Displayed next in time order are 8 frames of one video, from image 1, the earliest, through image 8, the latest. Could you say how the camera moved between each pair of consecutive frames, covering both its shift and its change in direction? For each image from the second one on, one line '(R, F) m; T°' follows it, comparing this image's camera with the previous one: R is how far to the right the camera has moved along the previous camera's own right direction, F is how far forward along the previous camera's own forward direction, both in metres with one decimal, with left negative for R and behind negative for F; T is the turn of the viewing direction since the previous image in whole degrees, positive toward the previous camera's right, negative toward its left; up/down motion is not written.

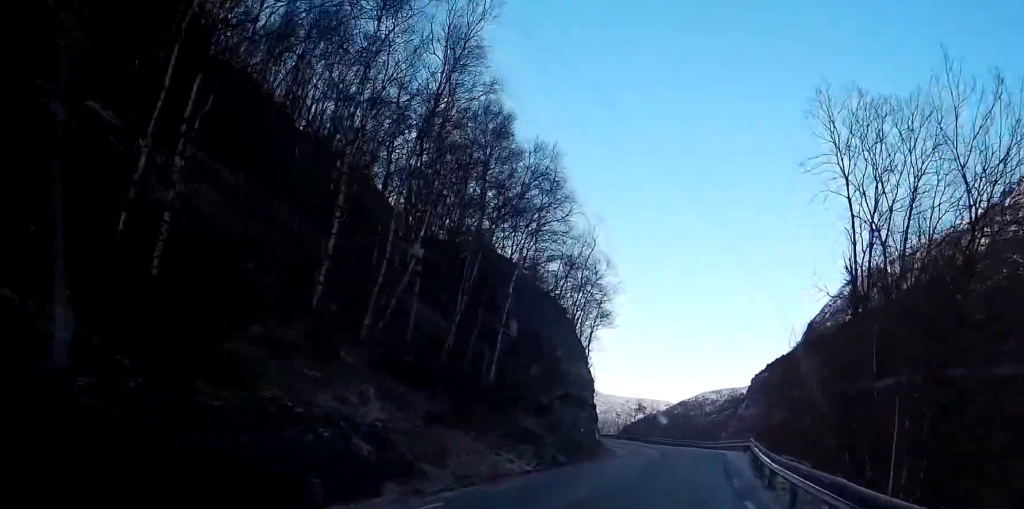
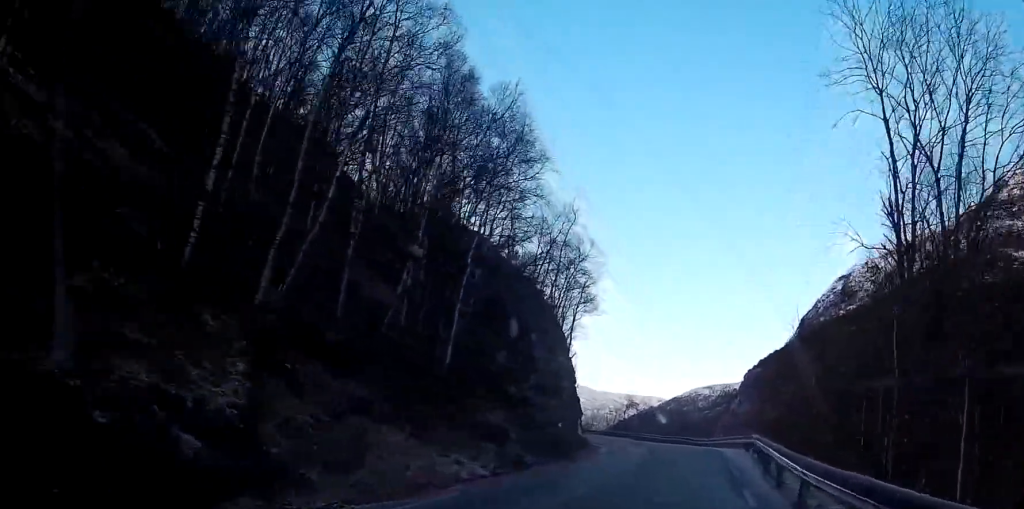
(0.0, +5.2) m; 0°
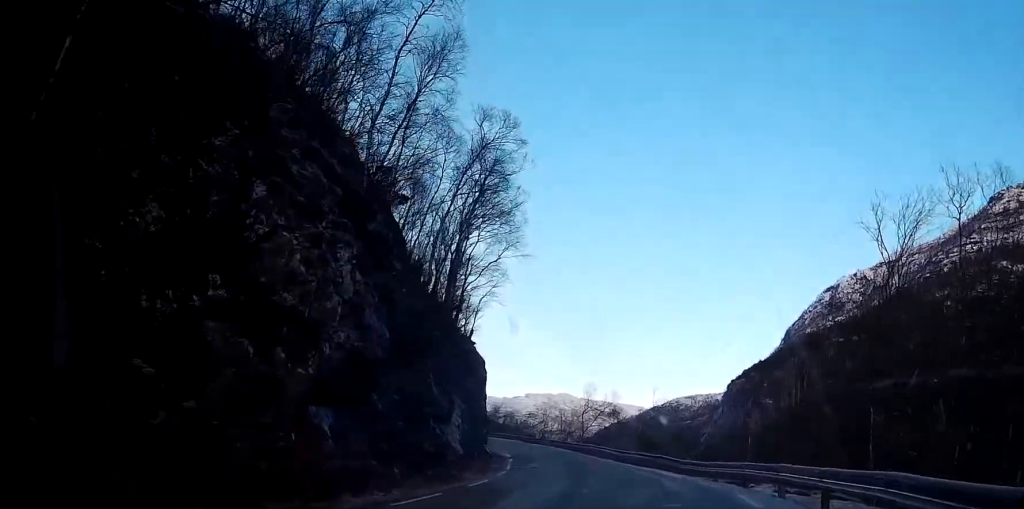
(+0.5, +23.1) m; -2°
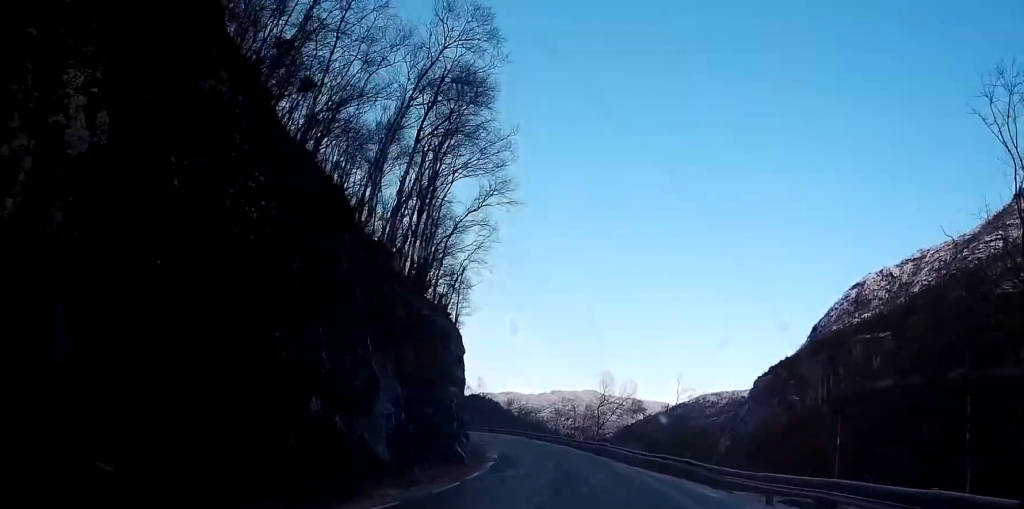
(-0.5, +8.5) m; -5°
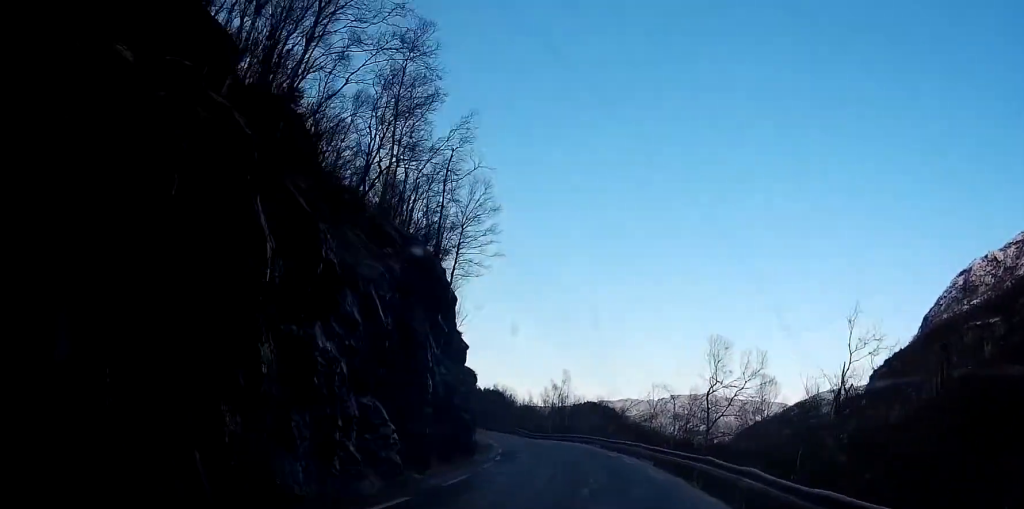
(-1.8, +23.0) m; -8°
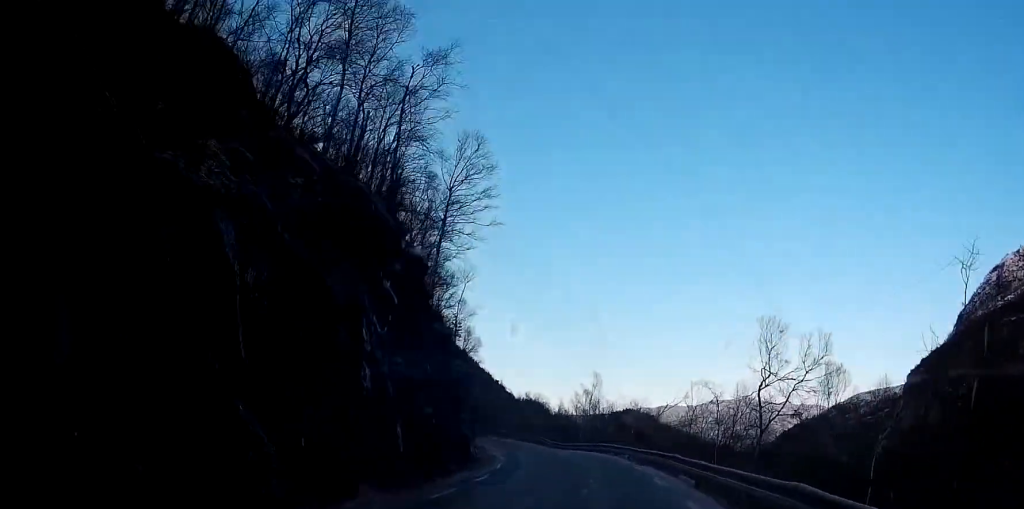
(-0.1, +8.0) m; -3°
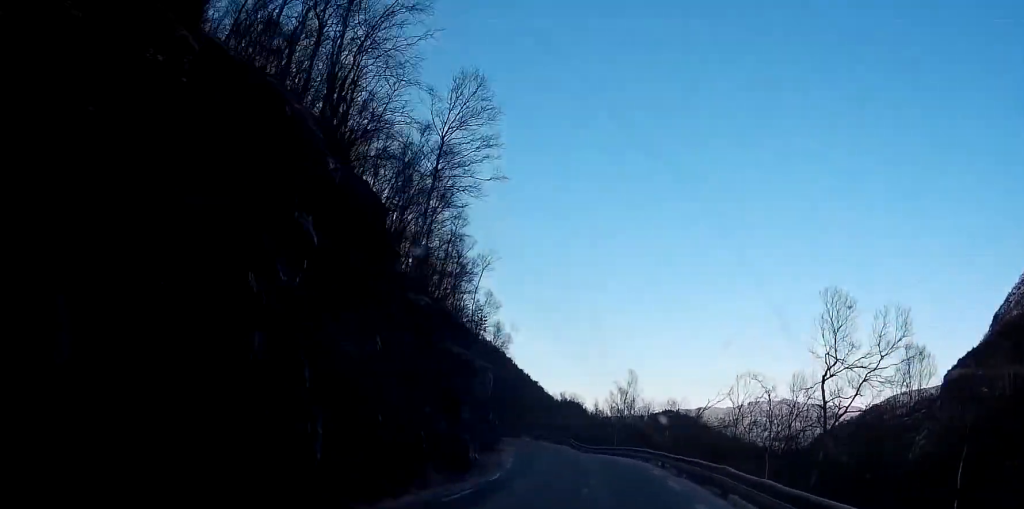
(-0.4, +6.4) m; -2°
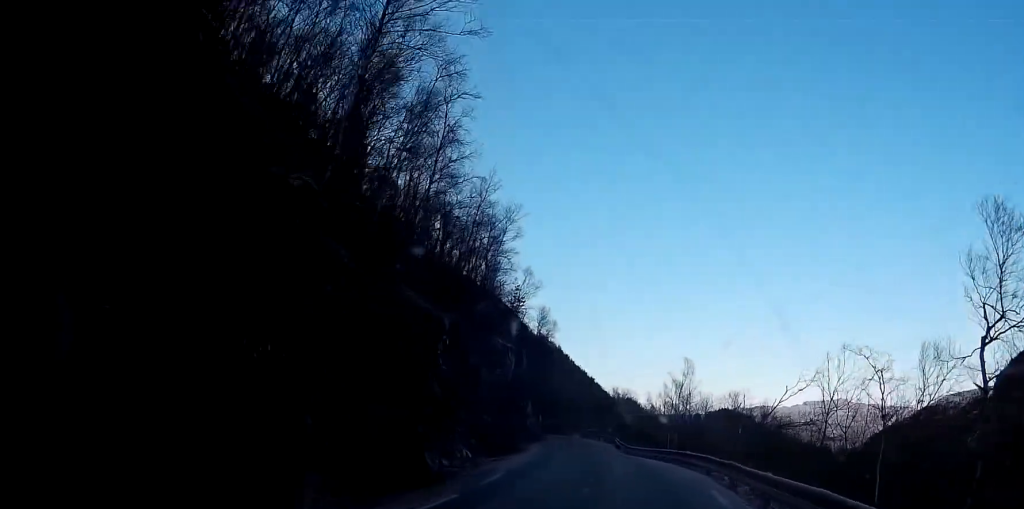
(-0.1, +10.1) m; -1°
